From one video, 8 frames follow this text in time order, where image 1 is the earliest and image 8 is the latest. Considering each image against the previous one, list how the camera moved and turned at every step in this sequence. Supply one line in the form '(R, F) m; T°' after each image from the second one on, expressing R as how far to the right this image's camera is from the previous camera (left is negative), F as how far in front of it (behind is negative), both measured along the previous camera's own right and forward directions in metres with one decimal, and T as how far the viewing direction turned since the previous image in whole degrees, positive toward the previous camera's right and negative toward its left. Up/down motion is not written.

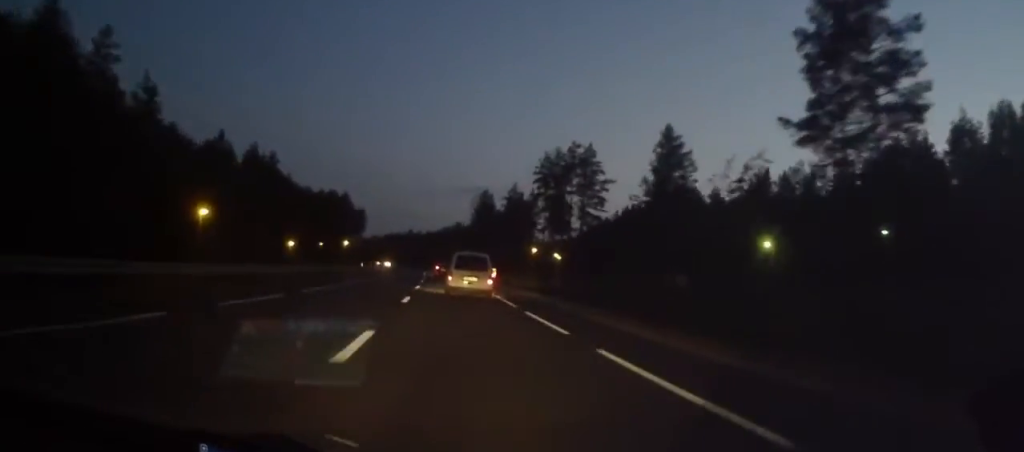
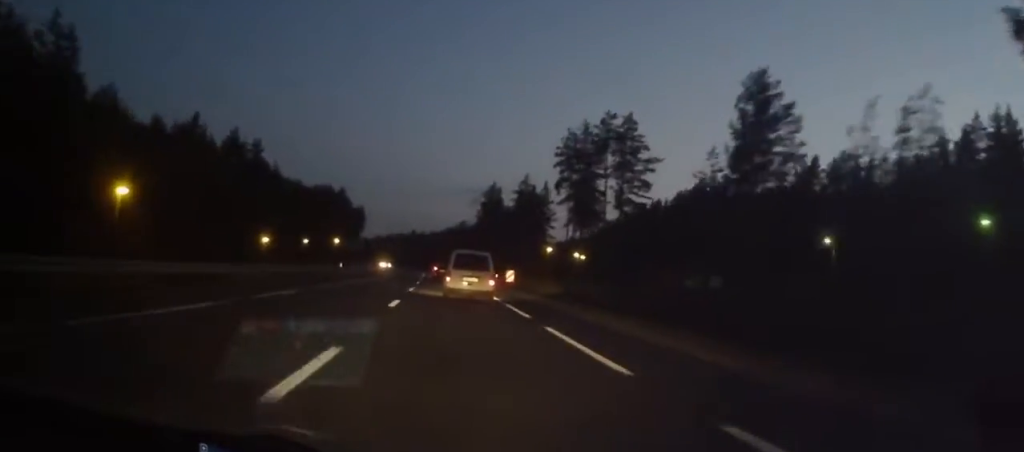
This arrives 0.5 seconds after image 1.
(0.0, +14.8) m; 0°
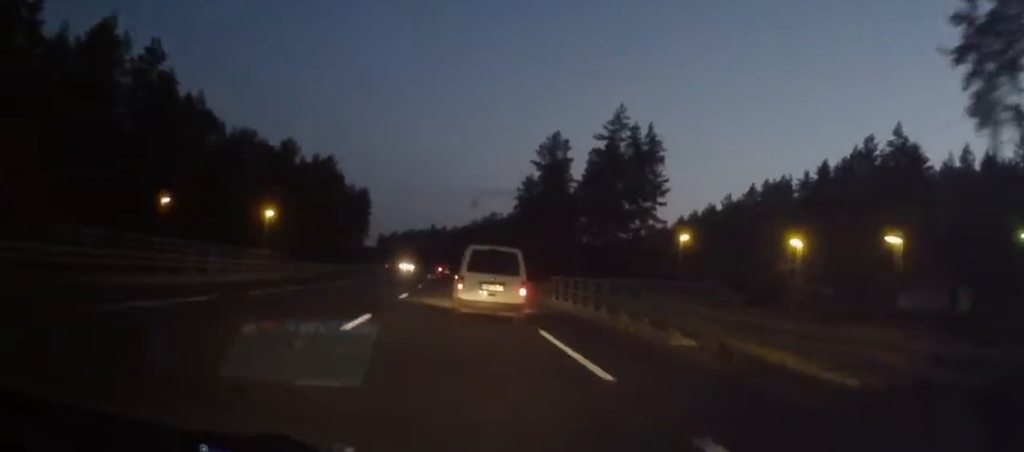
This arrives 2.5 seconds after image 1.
(-0.1, +56.8) m; -1°
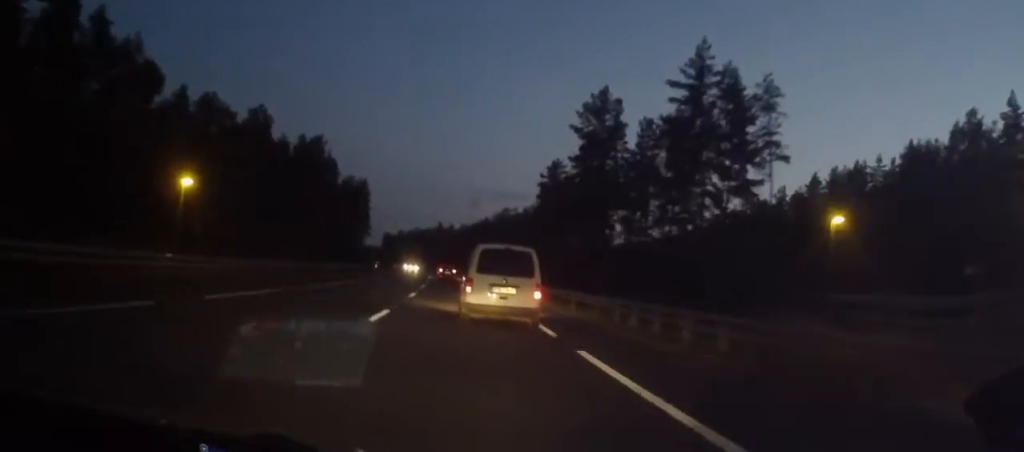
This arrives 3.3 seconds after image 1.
(0.0, +23.4) m; -1°
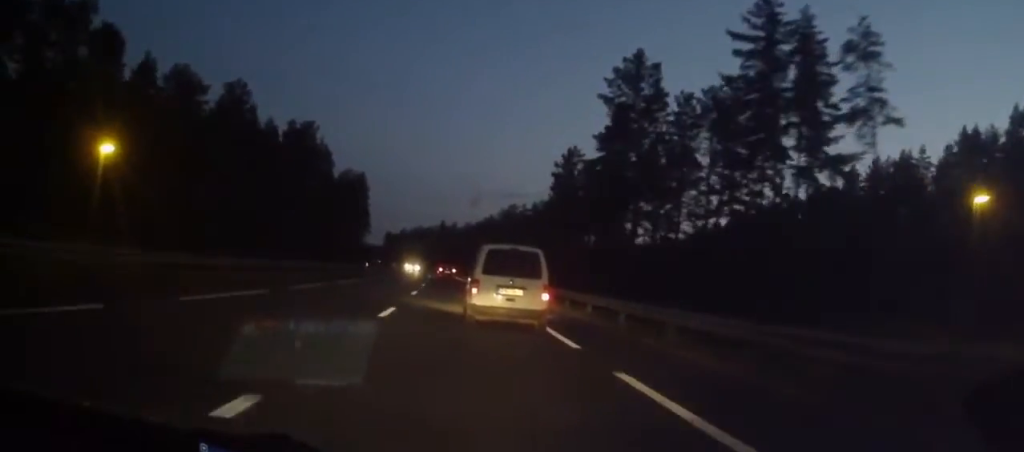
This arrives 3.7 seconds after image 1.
(-0.1, +11.8) m; 0°
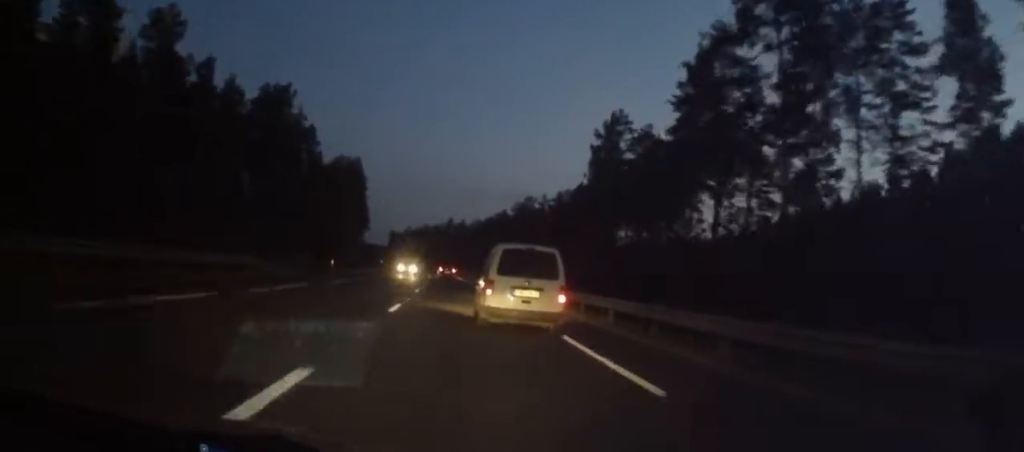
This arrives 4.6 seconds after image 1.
(-0.2, +24.0) m; -1°
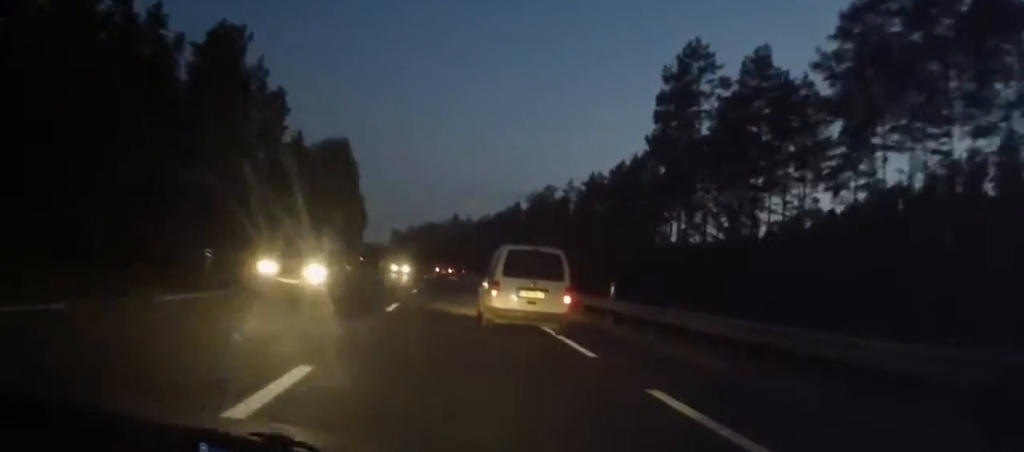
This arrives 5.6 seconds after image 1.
(-0.2, +24.9) m; -1°
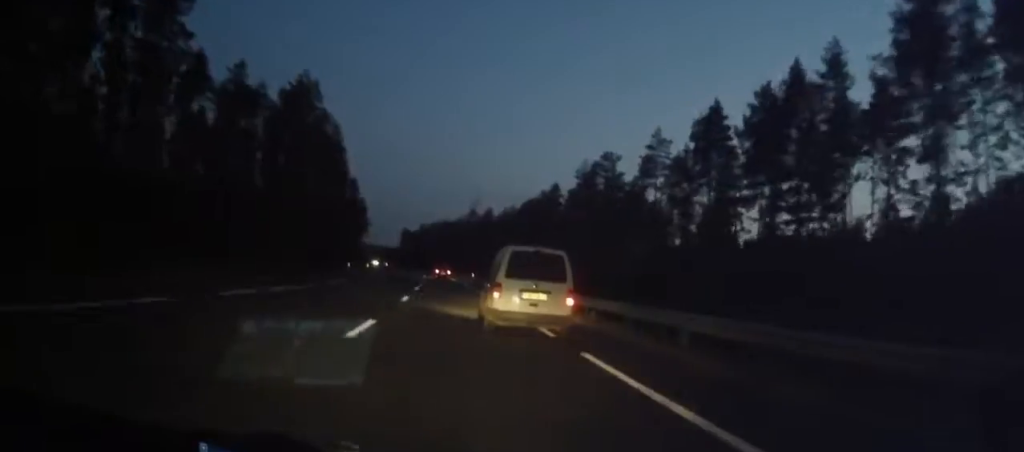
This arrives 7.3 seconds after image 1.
(-0.2, +42.3) m; -1°
